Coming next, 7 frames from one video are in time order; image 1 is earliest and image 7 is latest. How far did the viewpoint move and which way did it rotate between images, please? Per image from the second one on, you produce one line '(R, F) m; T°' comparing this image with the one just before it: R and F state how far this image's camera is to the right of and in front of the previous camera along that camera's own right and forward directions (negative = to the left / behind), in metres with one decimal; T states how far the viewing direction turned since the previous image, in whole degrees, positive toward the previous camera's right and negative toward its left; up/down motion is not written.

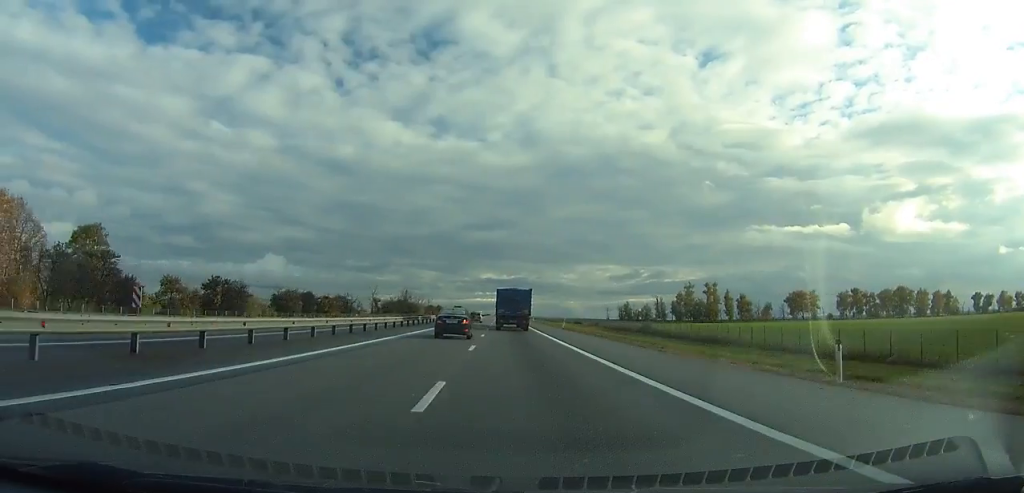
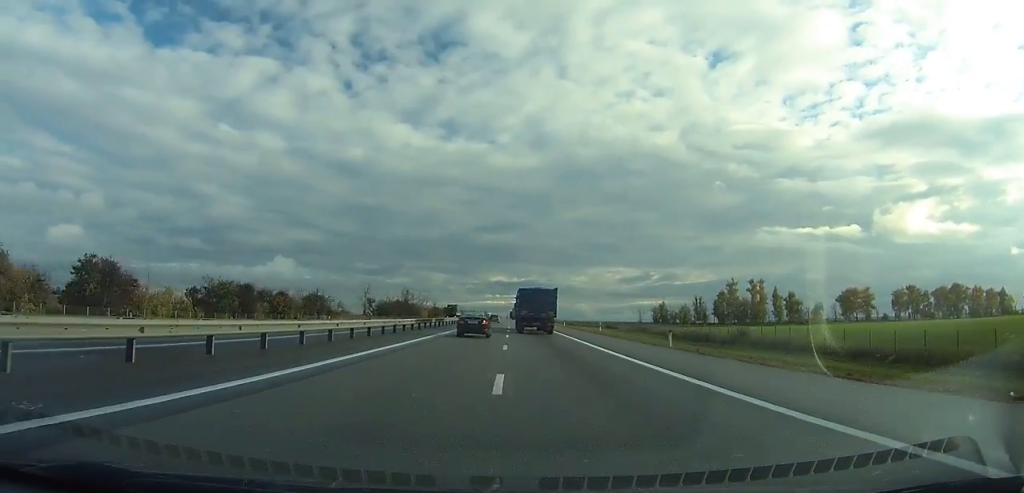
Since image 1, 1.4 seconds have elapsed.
(+0.2, +33.9) m; 0°
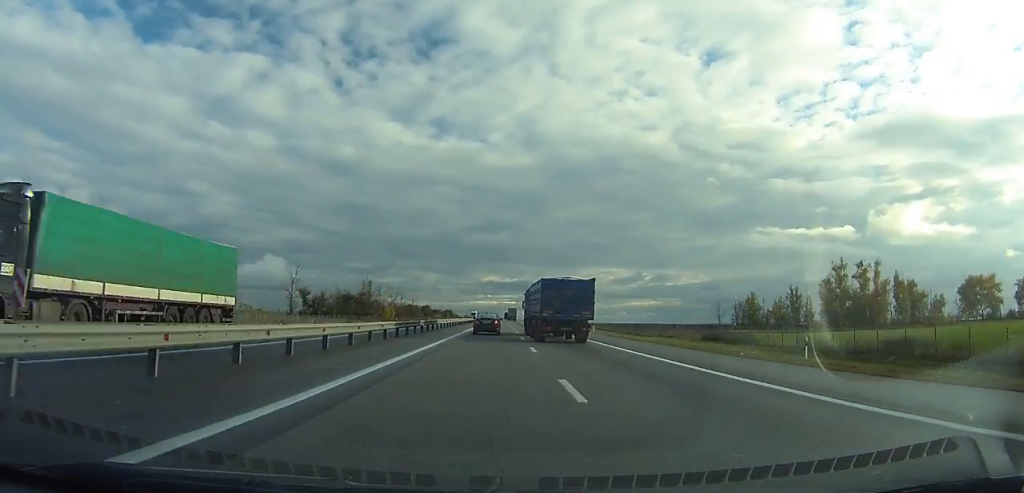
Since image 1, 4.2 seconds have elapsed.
(-0.4, +71.4) m; 0°
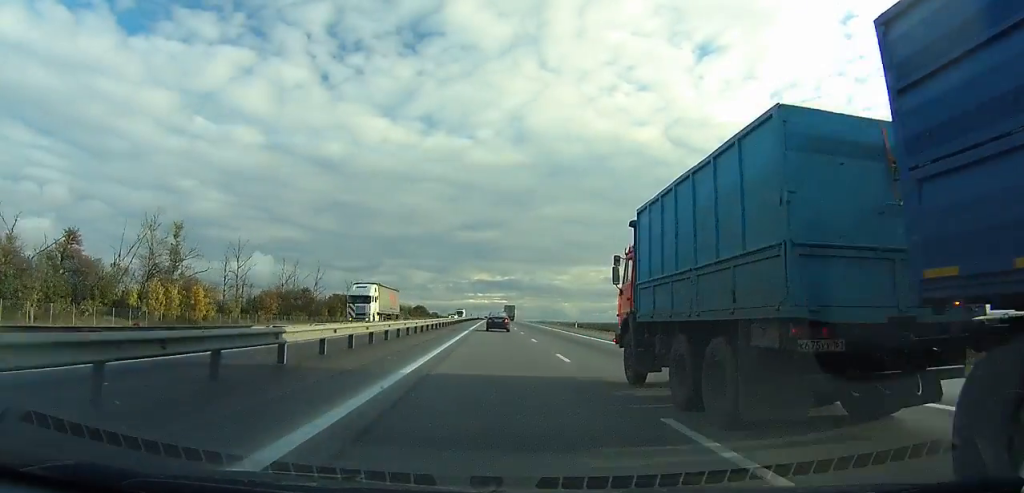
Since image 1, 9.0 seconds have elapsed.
(+1.1, +133.3) m; +1°
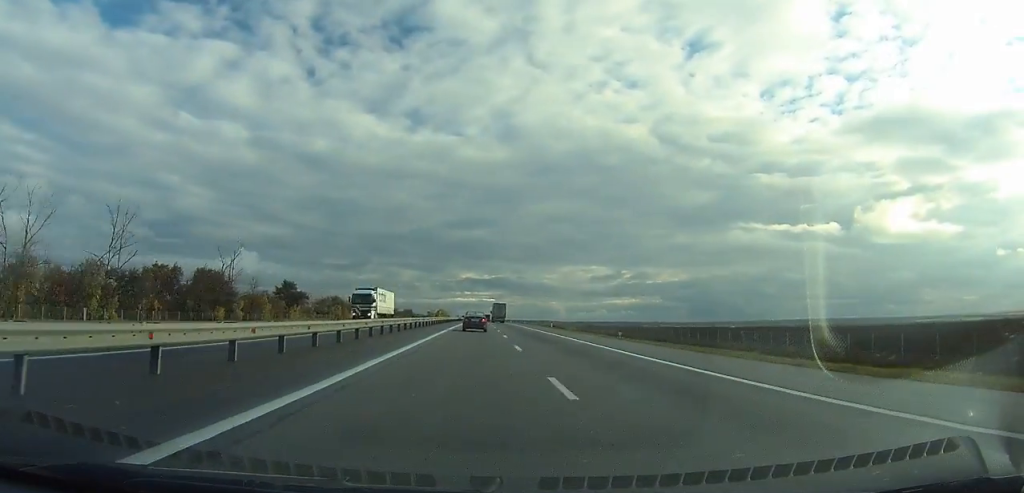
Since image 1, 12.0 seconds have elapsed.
(+0.5, +89.5) m; +1°
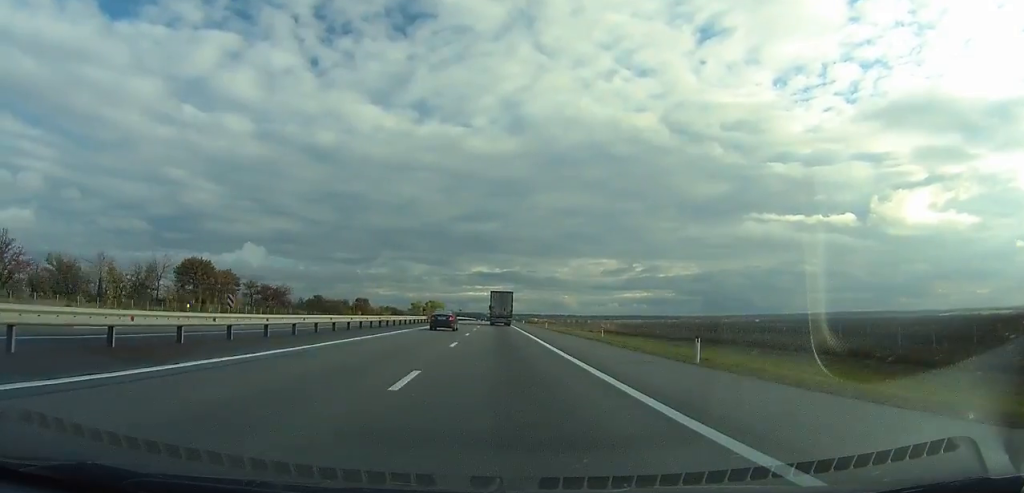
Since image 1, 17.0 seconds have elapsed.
(+0.8, +156.1) m; 0°
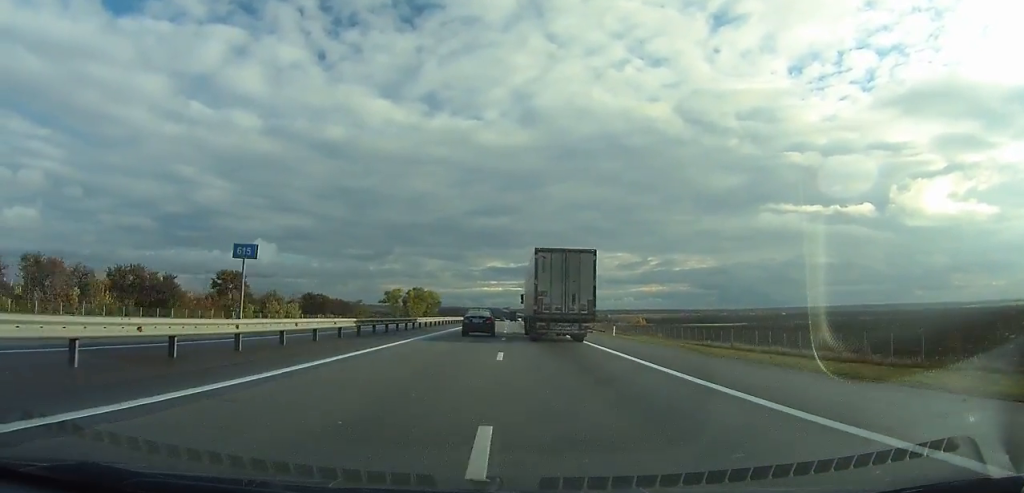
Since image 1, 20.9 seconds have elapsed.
(-1.6, +125.1) m; -1°
